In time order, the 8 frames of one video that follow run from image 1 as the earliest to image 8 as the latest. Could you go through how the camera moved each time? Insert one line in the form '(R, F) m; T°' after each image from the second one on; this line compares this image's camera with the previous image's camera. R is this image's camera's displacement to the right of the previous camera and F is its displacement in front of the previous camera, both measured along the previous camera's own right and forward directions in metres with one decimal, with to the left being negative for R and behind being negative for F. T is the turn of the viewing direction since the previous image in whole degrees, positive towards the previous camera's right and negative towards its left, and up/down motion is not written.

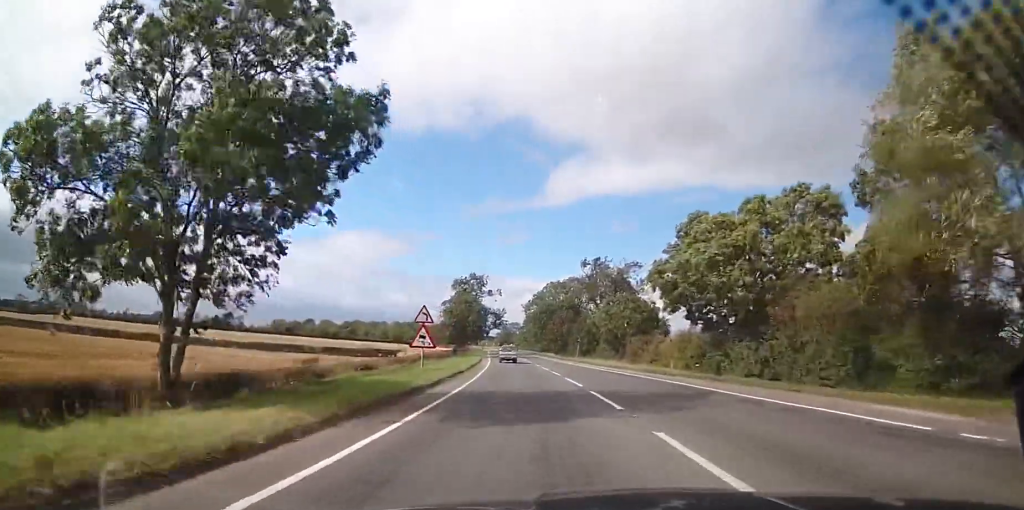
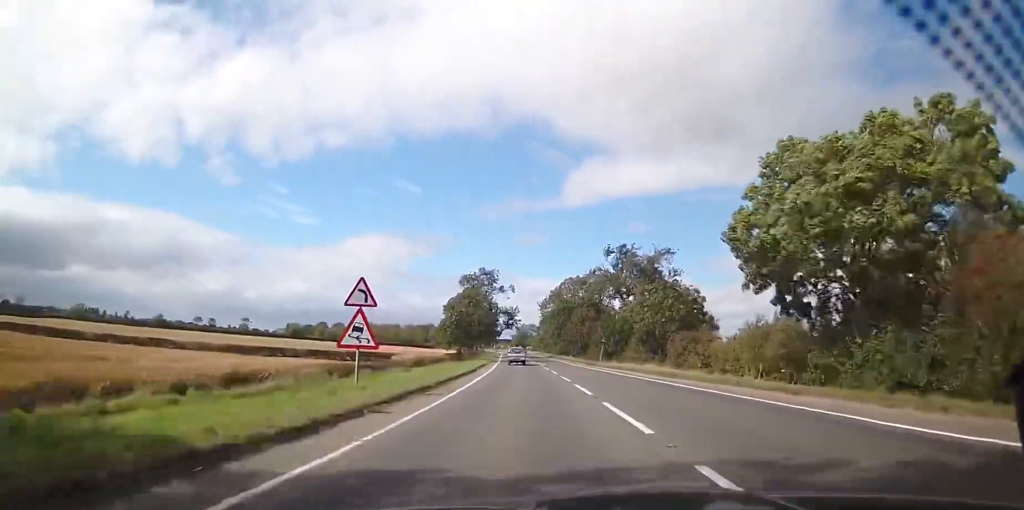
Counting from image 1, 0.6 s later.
(0.0, +11.3) m; 0°
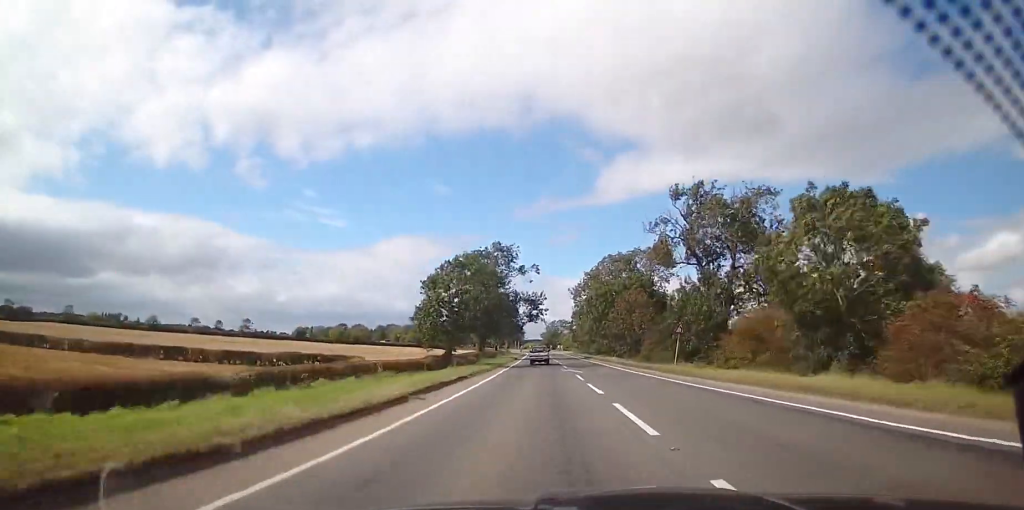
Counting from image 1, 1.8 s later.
(0.0, +24.4) m; -1°
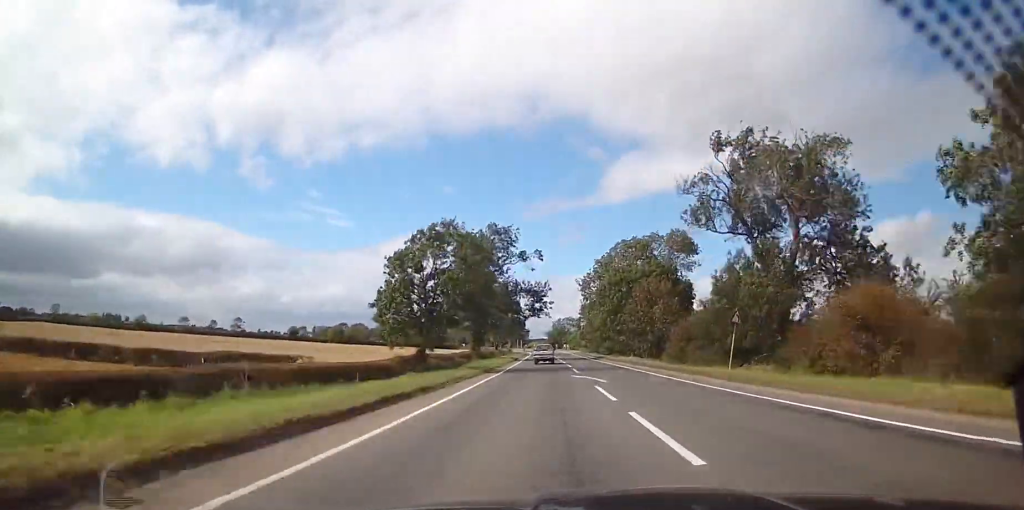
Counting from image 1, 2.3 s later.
(+0.1, +10.5) m; -2°
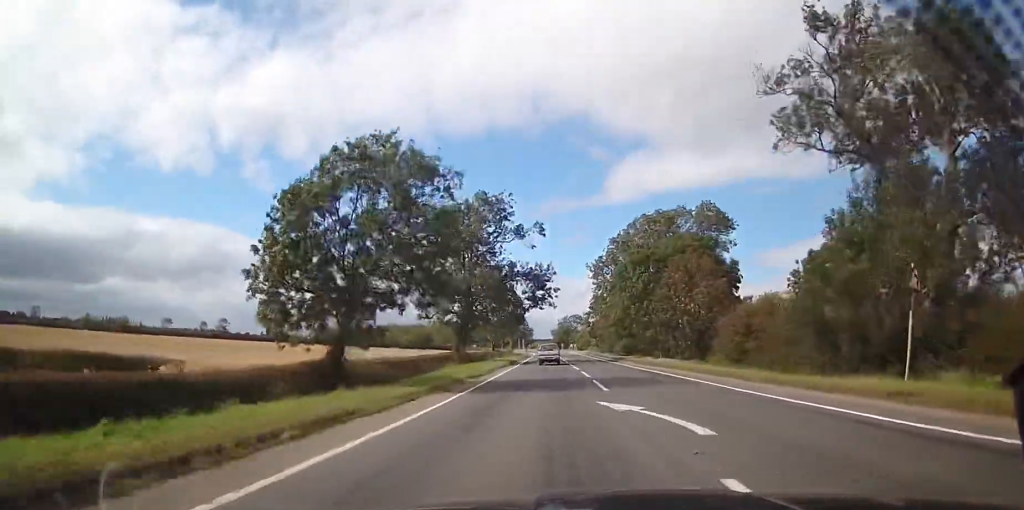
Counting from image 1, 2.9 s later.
(-0.2, +13.4) m; -3°
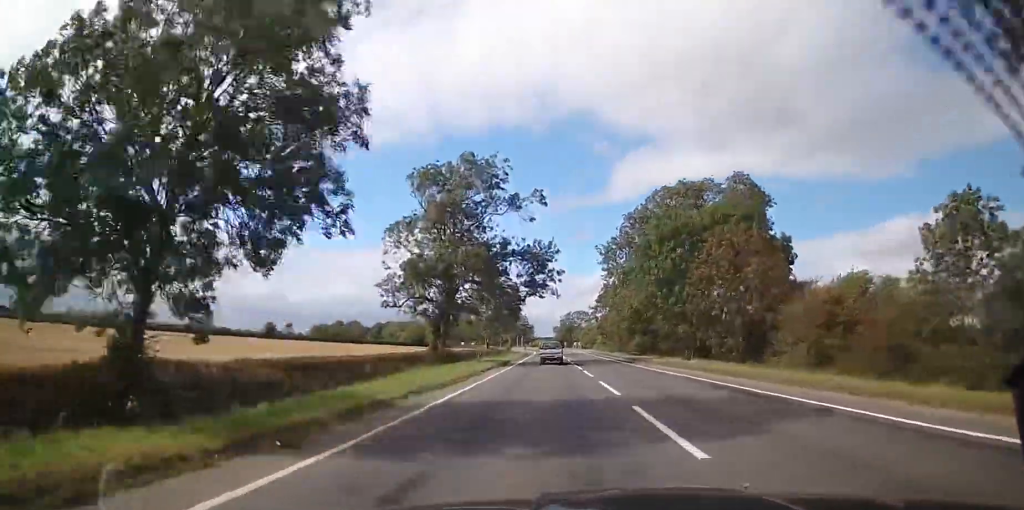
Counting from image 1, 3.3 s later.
(-0.6, +10.5) m; -2°
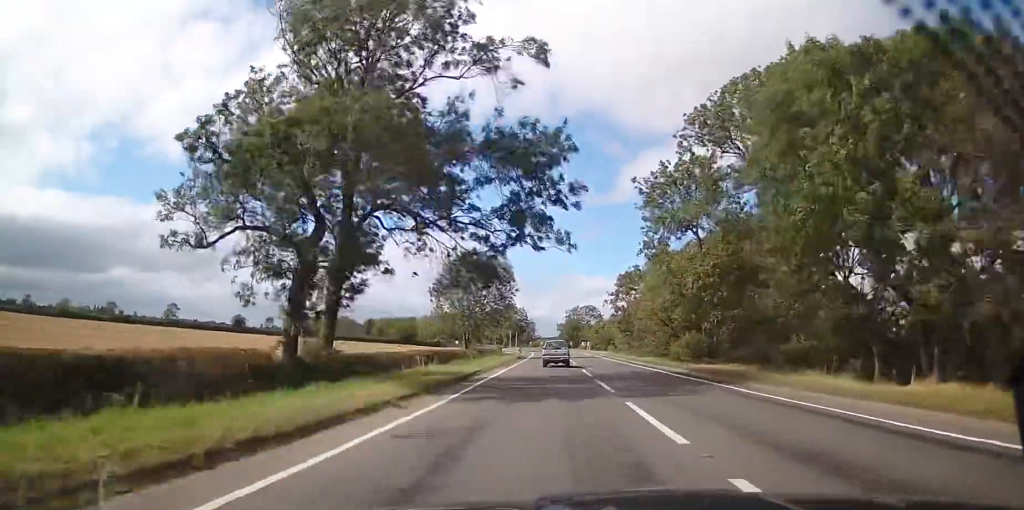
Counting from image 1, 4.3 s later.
(-0.5, +23.6) m; -1°
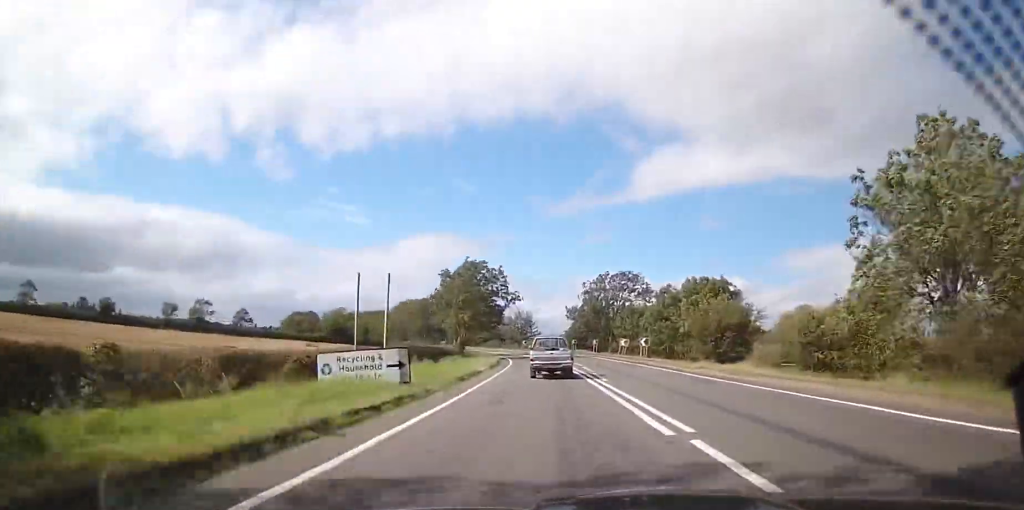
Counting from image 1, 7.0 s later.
(+0.7, +67.8) m; 0°
